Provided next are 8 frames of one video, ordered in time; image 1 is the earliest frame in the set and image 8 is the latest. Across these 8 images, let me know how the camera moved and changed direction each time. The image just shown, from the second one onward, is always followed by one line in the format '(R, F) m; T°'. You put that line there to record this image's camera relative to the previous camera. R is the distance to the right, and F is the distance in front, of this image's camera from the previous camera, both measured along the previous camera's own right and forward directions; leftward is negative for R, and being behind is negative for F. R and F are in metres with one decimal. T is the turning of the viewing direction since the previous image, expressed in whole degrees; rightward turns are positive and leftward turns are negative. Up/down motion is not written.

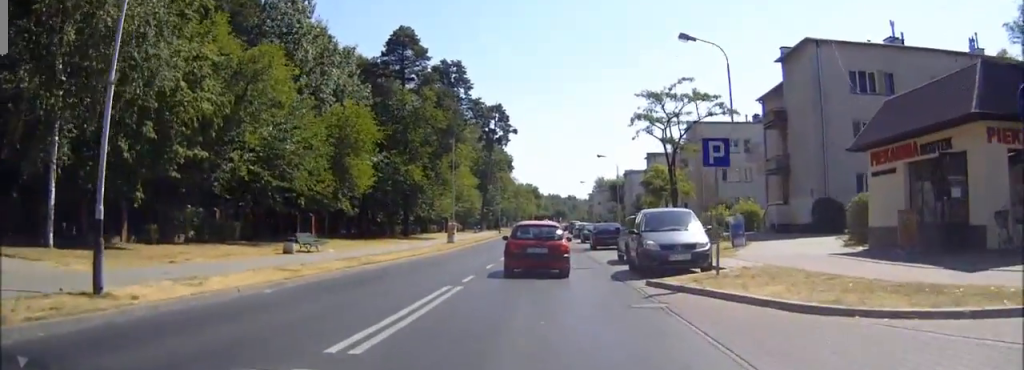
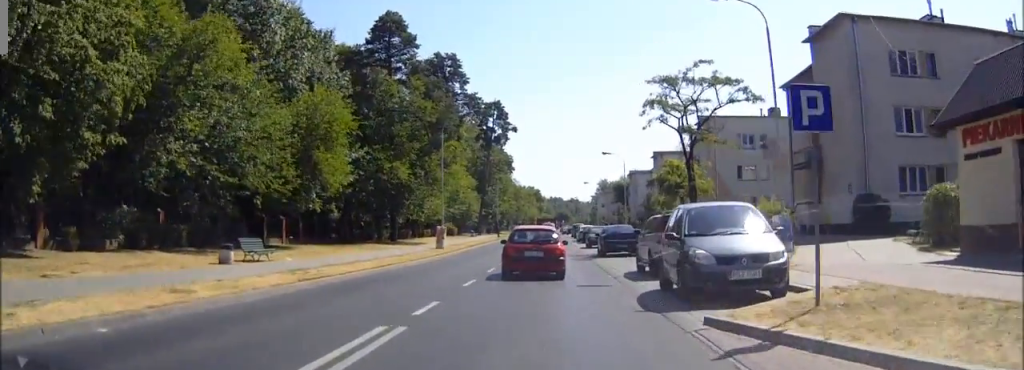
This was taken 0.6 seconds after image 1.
(0.0, +6.0) m; 0°
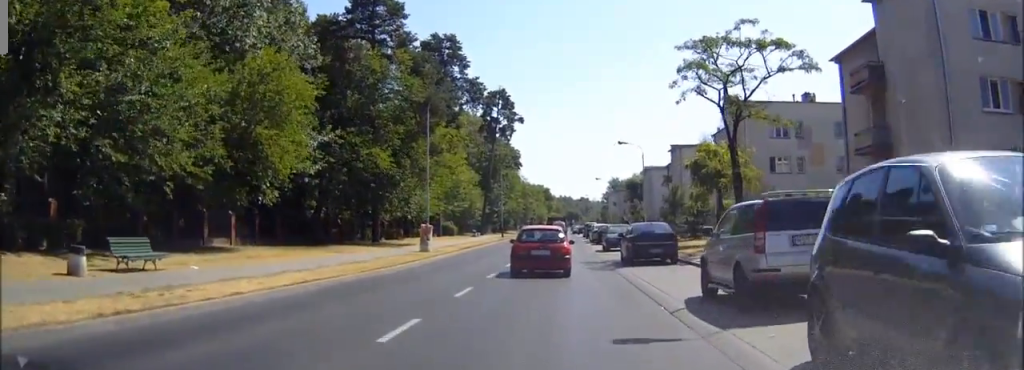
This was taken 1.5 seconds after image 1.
(+0.1, +8.5) m; +1°
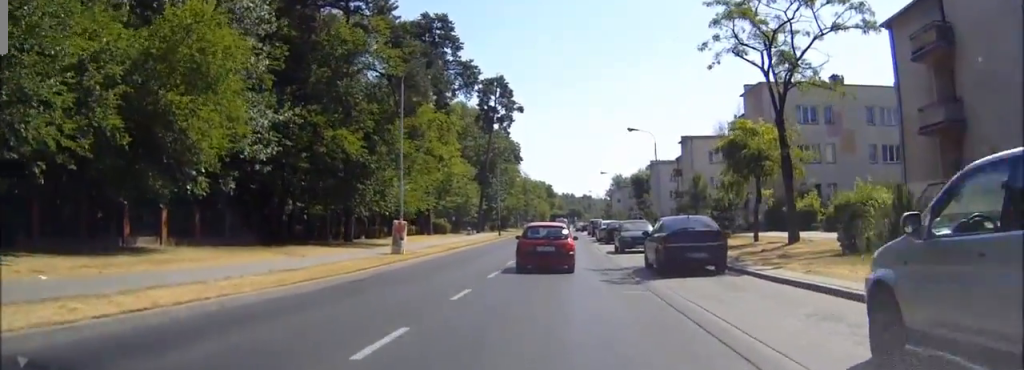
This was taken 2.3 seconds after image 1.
(+0.1, +7.1) m; -1°
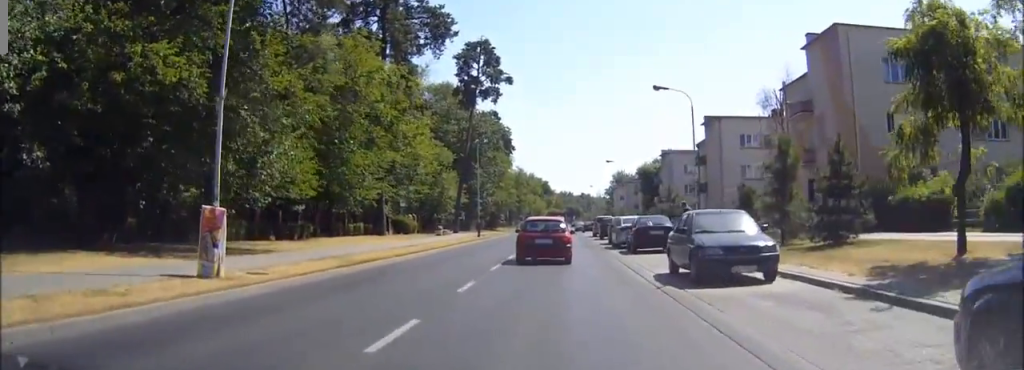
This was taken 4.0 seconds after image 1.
(-0.3, +17.4) m; -1°
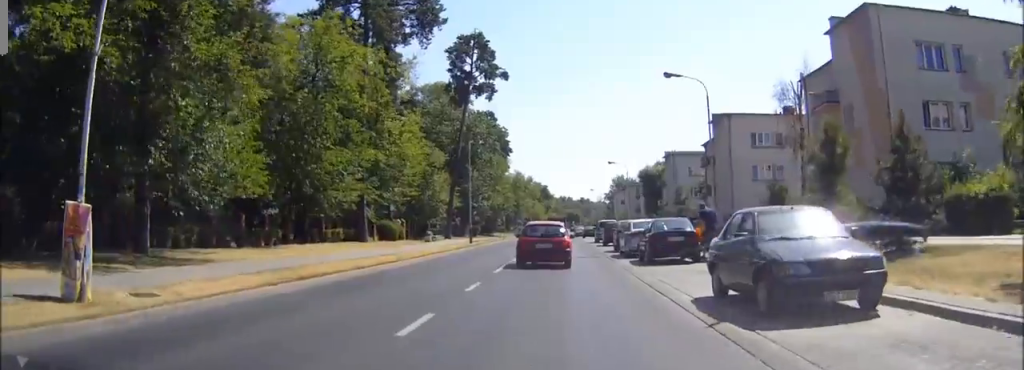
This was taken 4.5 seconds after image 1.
(0.0, +4.8) m; 0°
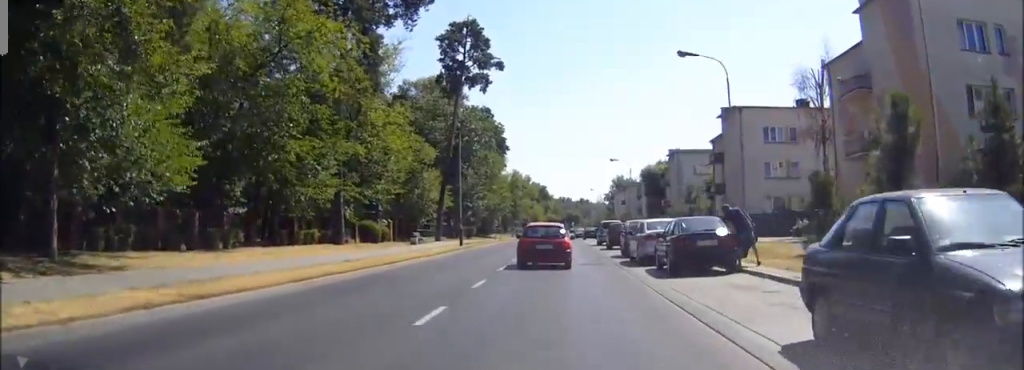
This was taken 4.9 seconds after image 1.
(0.0, +4.8) m; 0°
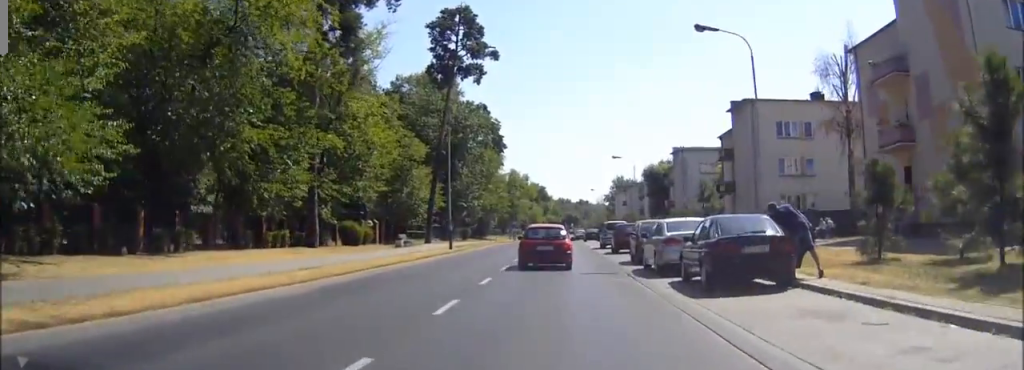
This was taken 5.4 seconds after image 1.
(0.0, +4.5) m; 0°
